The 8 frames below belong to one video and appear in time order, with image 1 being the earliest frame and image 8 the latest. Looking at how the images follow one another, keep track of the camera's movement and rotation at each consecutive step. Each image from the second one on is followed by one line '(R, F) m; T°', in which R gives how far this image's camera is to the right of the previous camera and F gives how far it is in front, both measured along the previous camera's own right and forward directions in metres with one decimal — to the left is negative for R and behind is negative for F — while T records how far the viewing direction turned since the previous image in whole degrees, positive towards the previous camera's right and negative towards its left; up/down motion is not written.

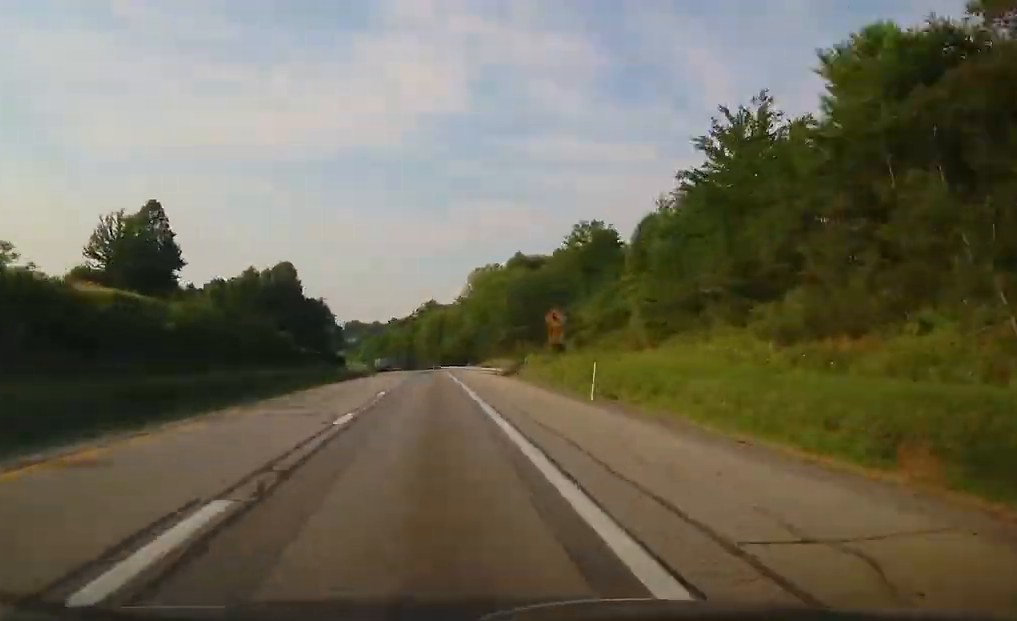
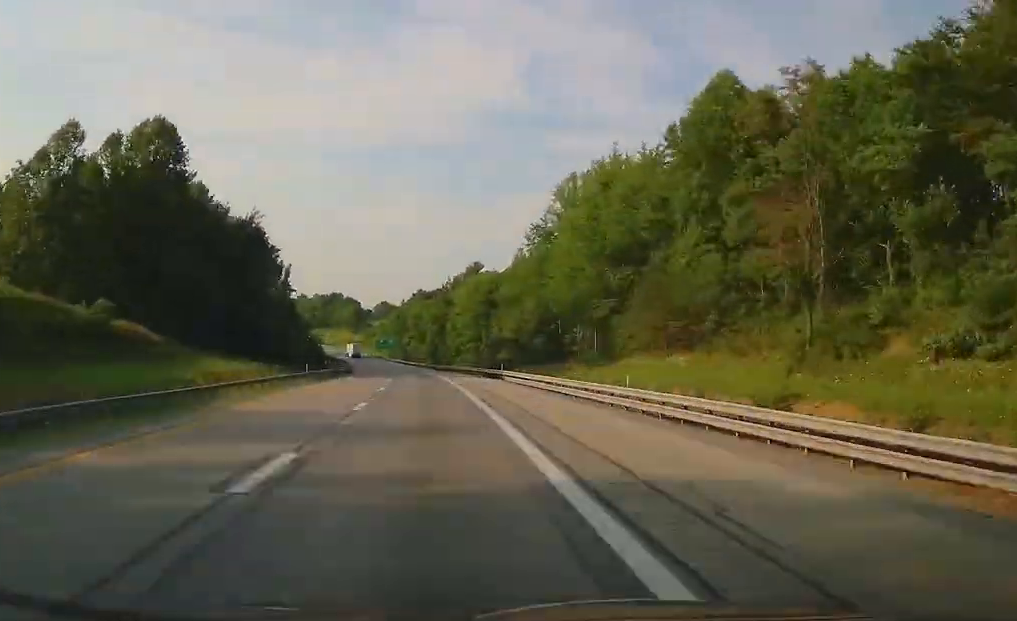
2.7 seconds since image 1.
(-0.5, +93.9) m; -4°
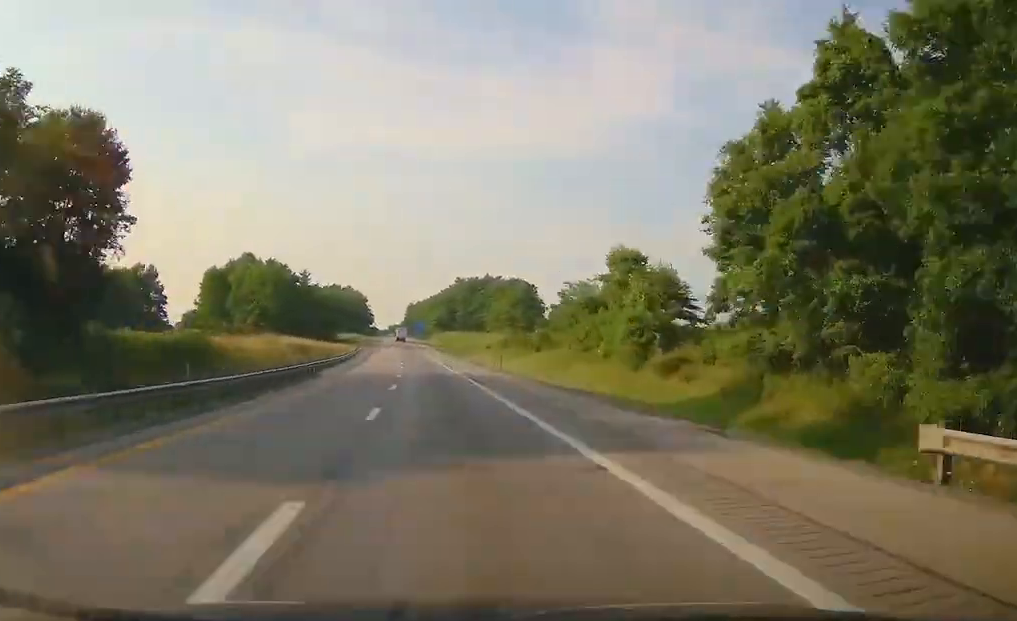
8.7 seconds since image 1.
(-23.9, +209.8) m; -11°
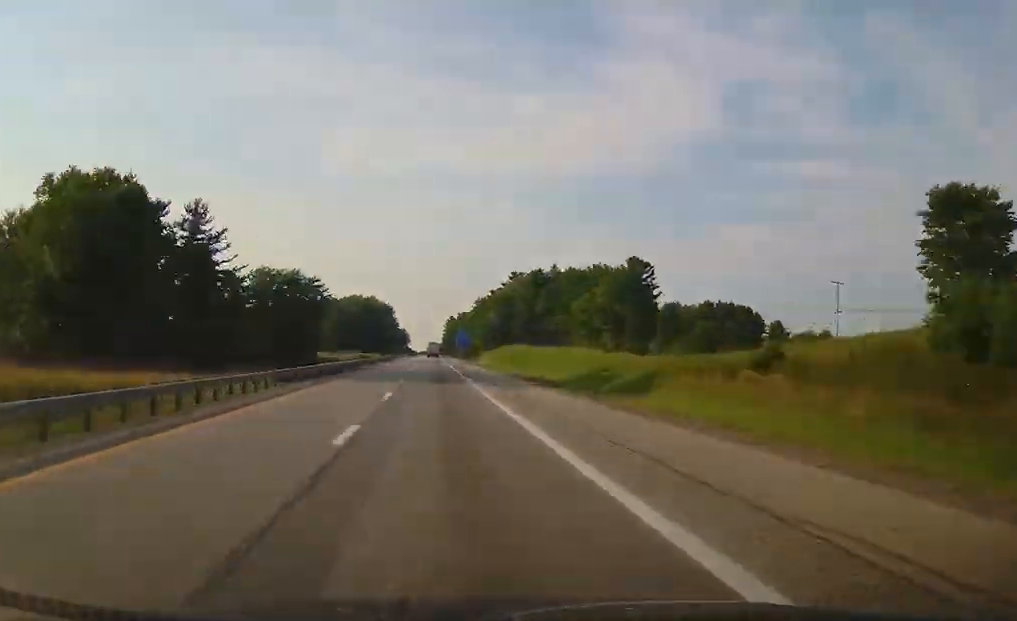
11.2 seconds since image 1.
(-3.0, +89.7) m; -3°
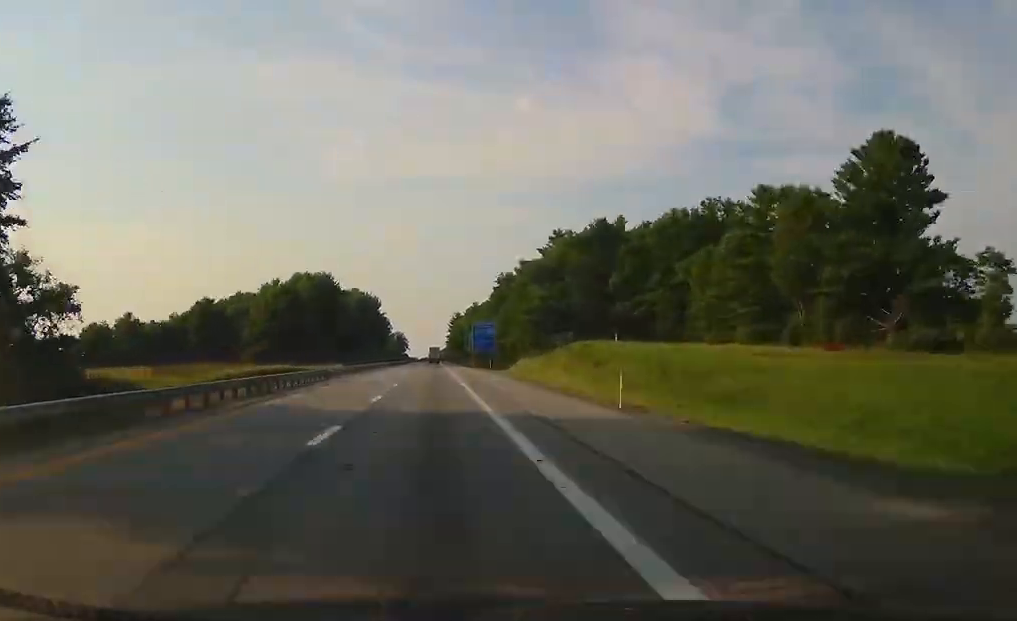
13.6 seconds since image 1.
(-1.4, +84.9) m; 0°
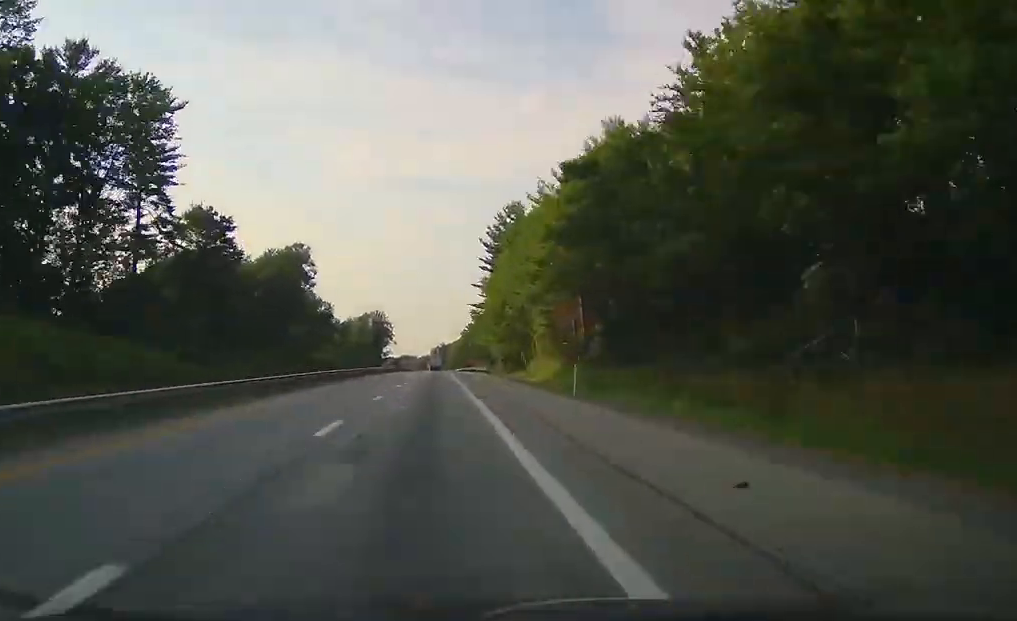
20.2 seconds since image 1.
(+0.5, +230.4) m; +1°
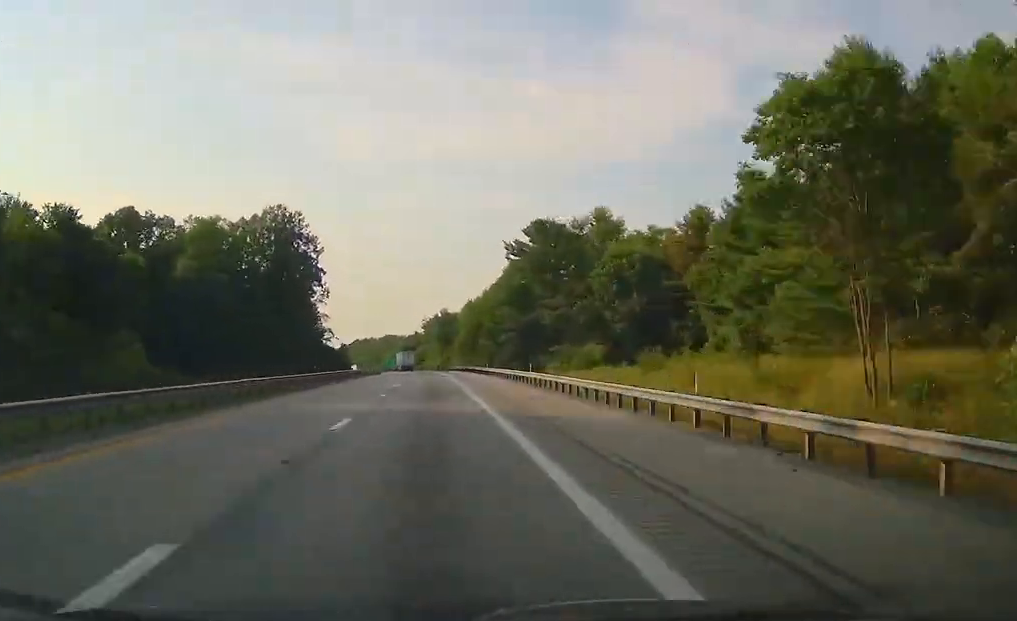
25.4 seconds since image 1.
(-0.8, +183.1) m; -3°
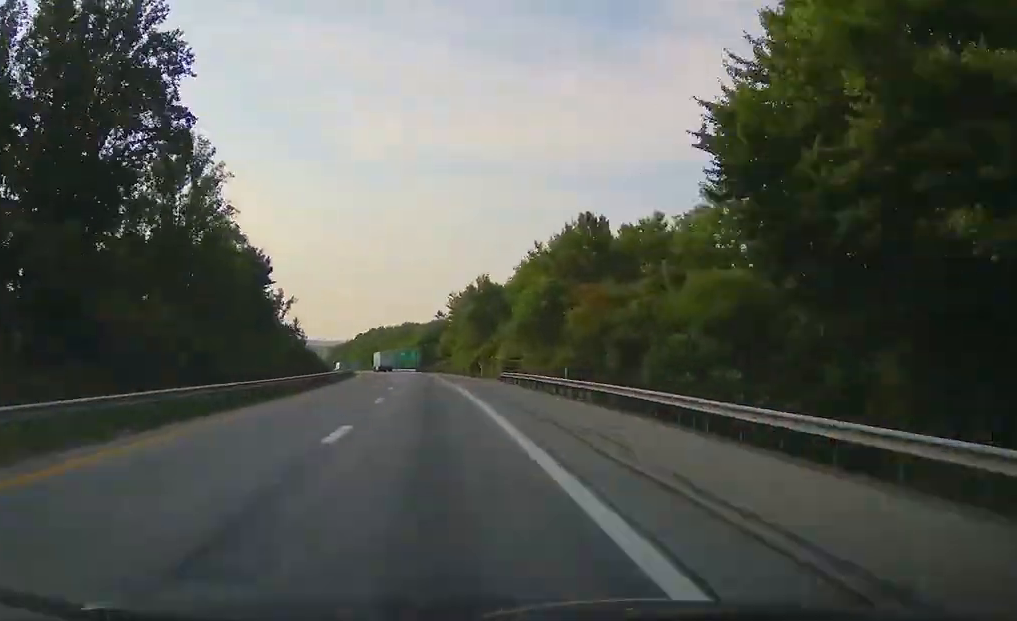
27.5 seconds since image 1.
(+0.9, +75.2) m; -3°
